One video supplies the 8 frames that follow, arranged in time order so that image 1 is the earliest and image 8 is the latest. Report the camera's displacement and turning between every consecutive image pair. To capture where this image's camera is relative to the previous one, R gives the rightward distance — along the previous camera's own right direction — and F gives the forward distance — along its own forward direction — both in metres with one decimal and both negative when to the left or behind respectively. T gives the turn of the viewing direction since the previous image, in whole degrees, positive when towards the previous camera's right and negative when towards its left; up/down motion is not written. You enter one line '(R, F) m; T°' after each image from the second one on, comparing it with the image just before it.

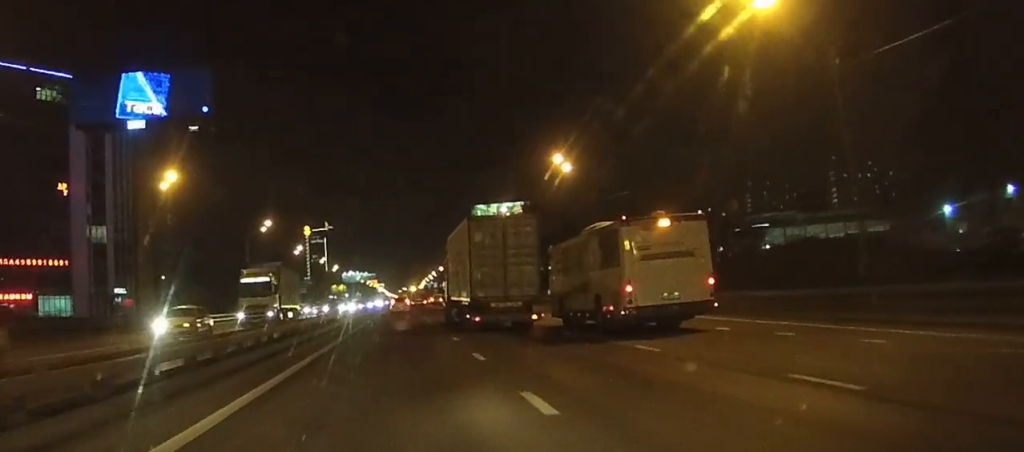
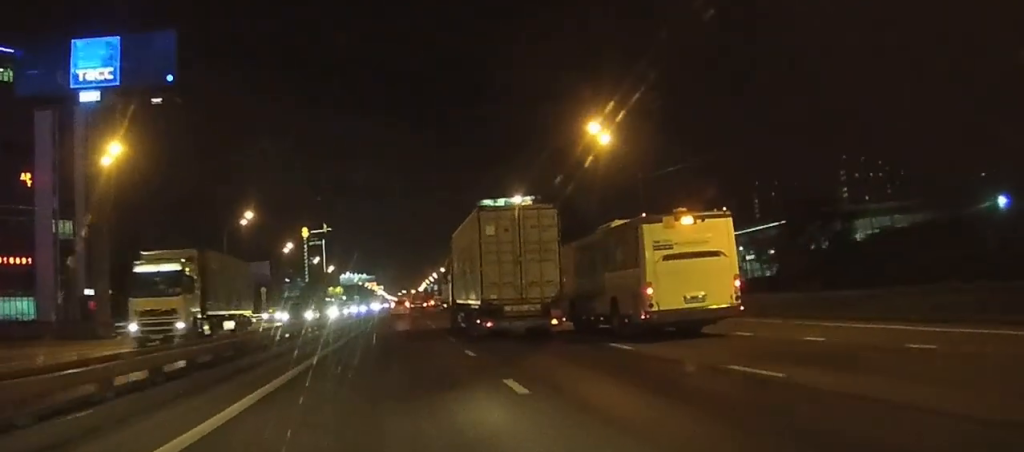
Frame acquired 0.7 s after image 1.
(-0.1, +13.7) m; 0°
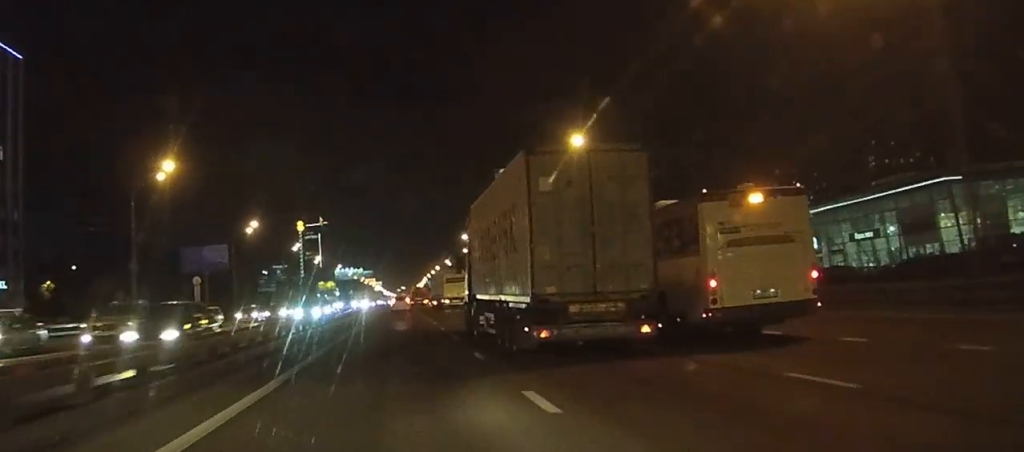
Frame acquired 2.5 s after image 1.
(-0.3, +33.7) m; -2°
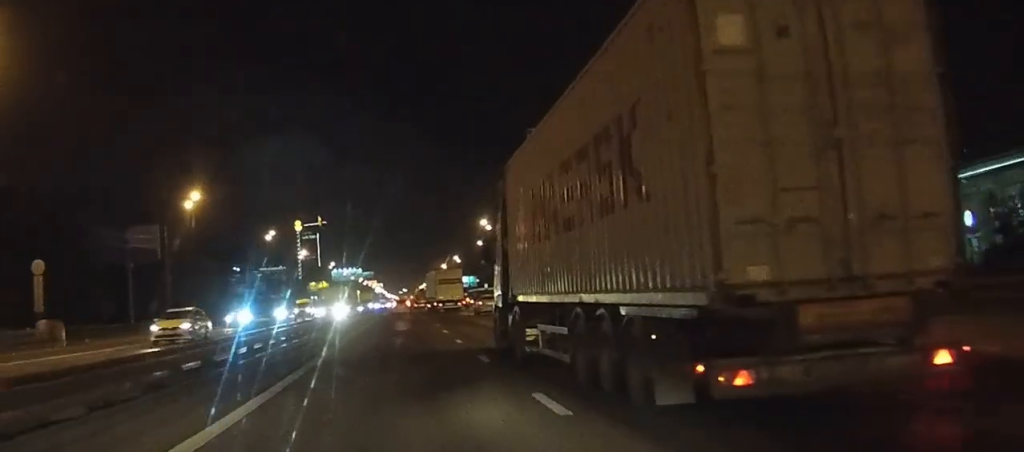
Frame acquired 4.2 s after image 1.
(-0.3, +31.5) m; -1°
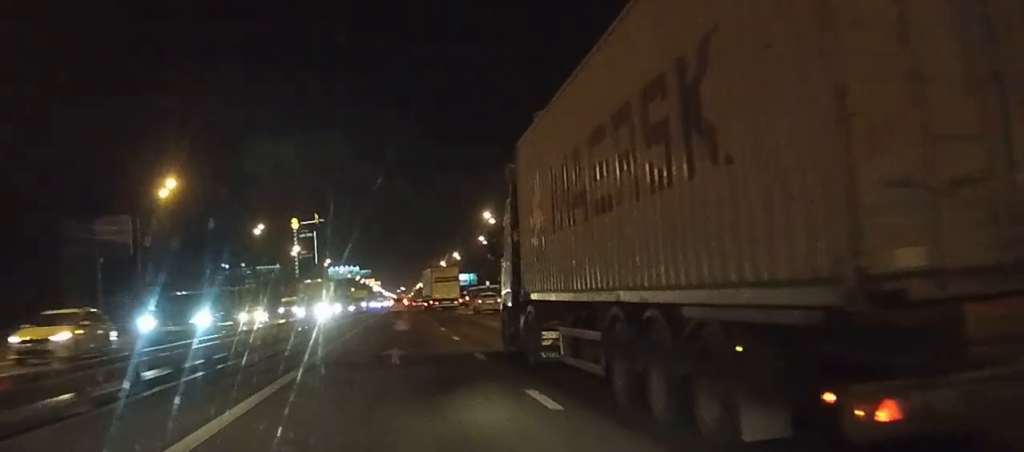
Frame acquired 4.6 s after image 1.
(0.0, +7.4) m; 0°
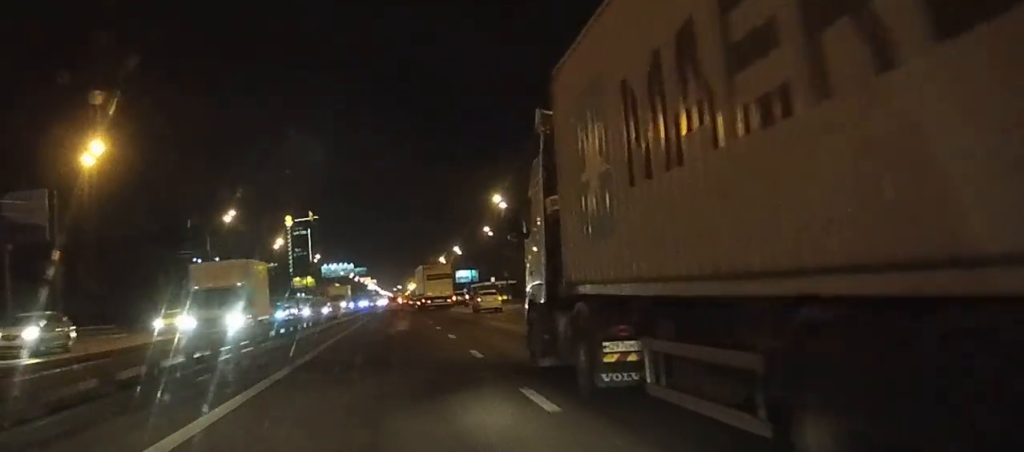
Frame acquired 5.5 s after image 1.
(0.0, +15.9) m; 0°
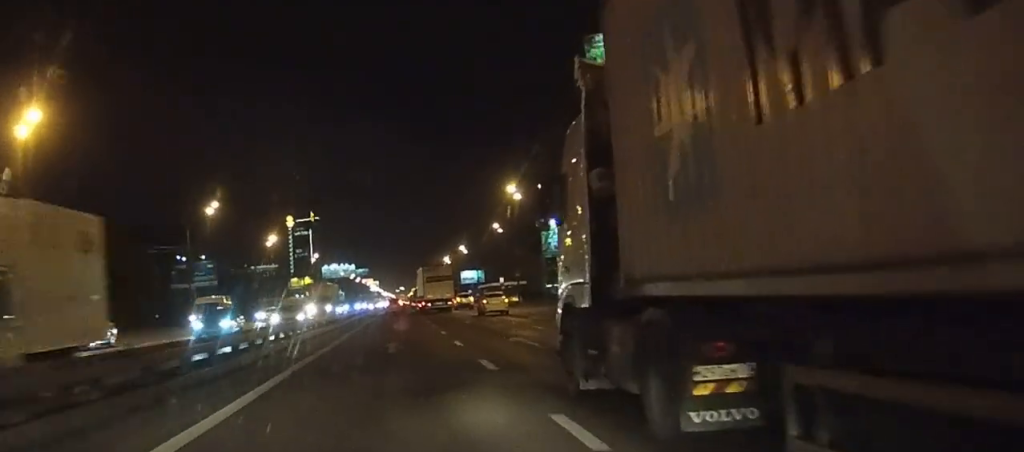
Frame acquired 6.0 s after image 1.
(0.0, +9.8) m; 0°
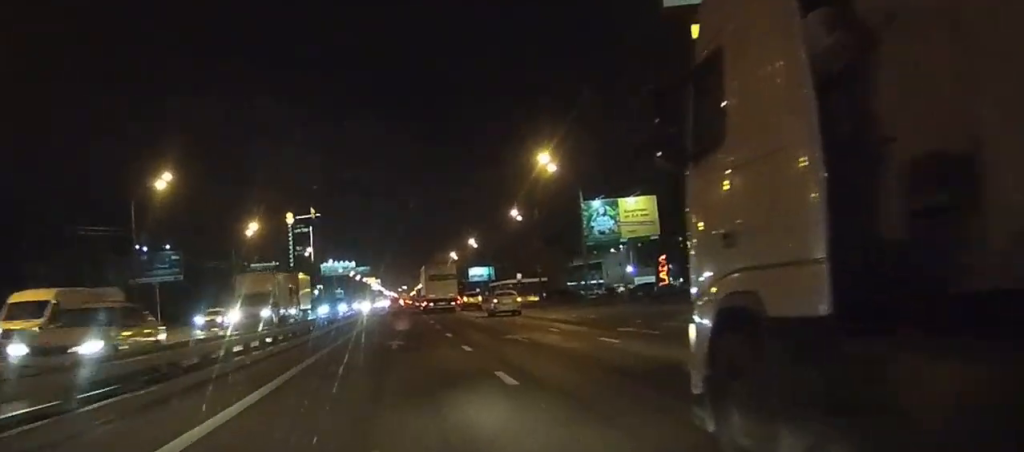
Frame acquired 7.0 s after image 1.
(0.0, +17.7) m; 0°
